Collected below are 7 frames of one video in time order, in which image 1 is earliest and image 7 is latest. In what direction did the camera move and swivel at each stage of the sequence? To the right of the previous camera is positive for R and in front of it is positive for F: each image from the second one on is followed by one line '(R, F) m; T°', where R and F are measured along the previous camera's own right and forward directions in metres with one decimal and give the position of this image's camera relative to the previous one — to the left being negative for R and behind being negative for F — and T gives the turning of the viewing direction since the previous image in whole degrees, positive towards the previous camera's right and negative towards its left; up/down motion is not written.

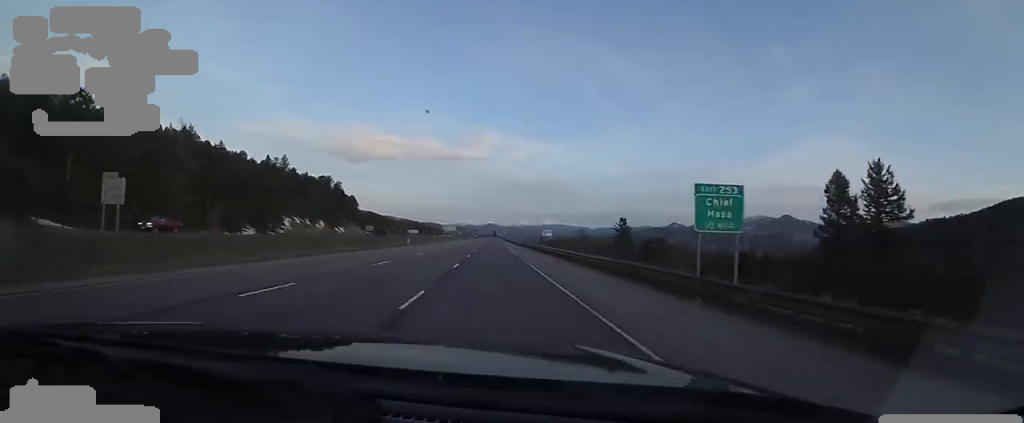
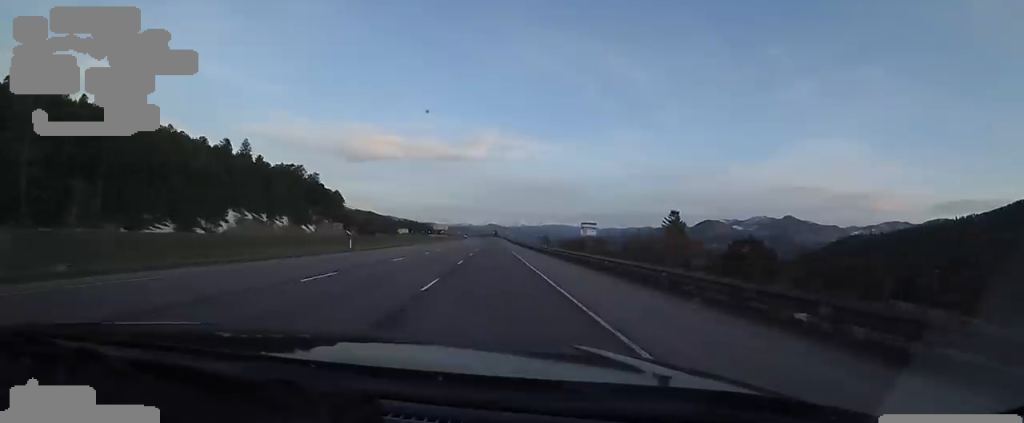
(-0.1, +33.6) m; -1°
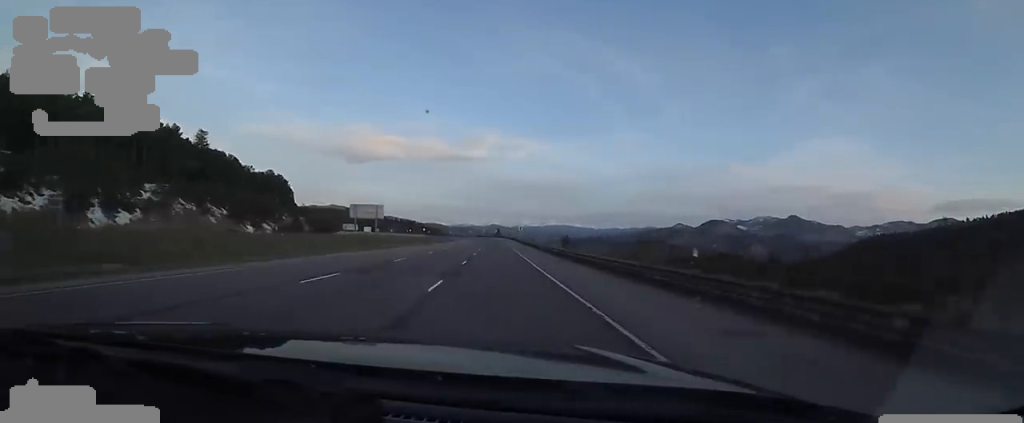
(+0.8, +85.9) m; 0°
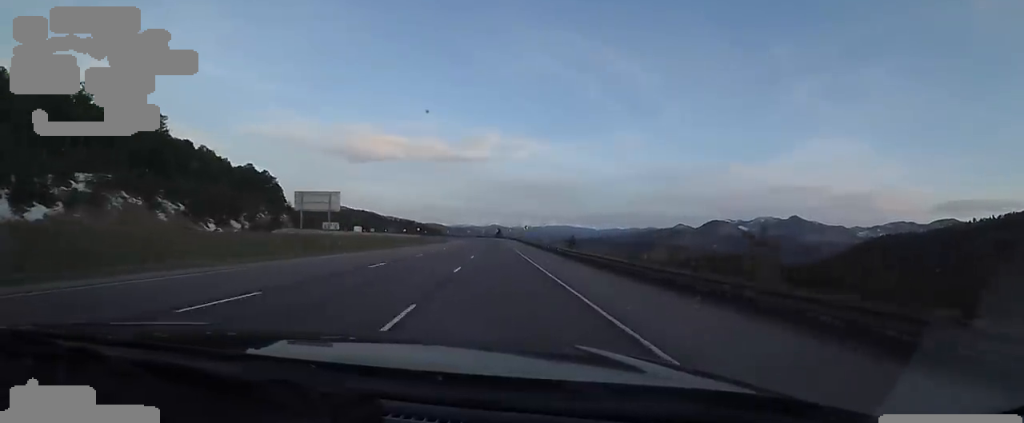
(-0.6, +16.9) m; -1°
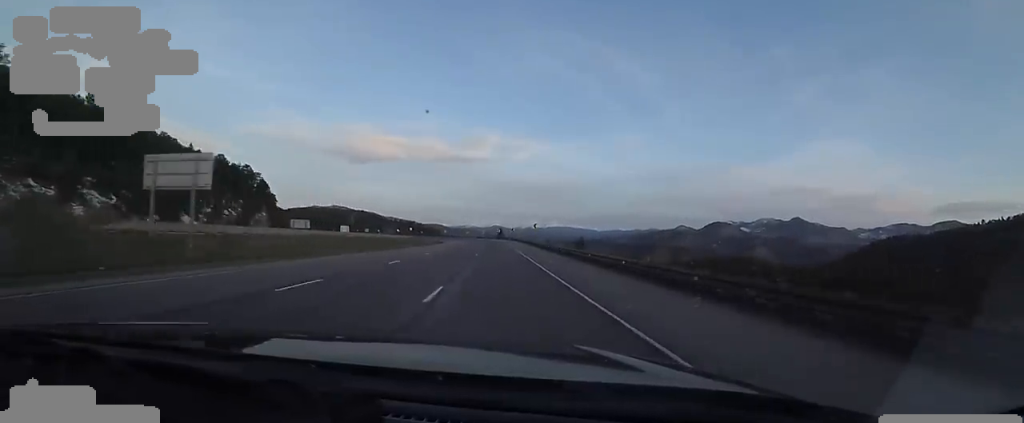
(+0.5, +19.9) m; +2°
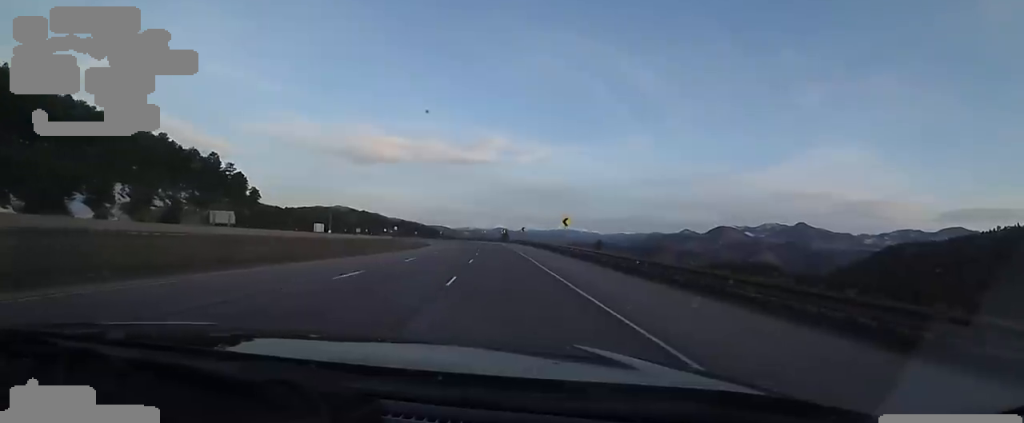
(+0.9, +31.2) m; -1°
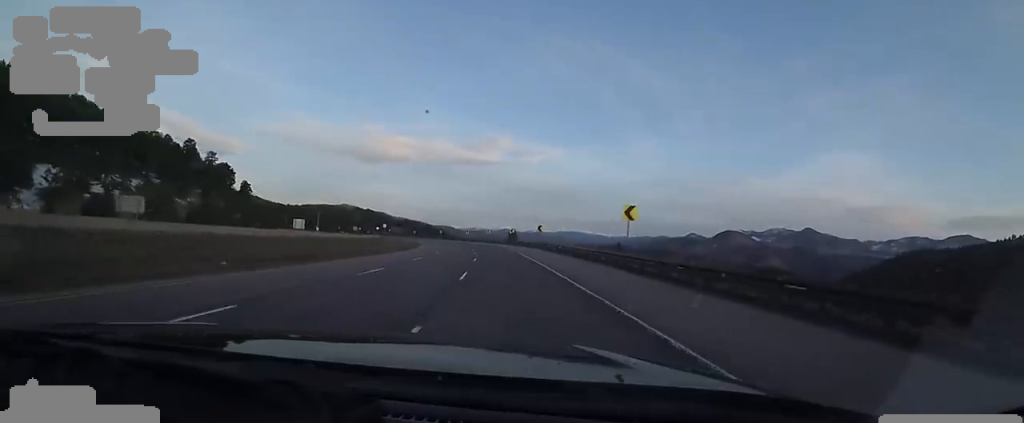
(-0.5, +21.3) m; -3°
